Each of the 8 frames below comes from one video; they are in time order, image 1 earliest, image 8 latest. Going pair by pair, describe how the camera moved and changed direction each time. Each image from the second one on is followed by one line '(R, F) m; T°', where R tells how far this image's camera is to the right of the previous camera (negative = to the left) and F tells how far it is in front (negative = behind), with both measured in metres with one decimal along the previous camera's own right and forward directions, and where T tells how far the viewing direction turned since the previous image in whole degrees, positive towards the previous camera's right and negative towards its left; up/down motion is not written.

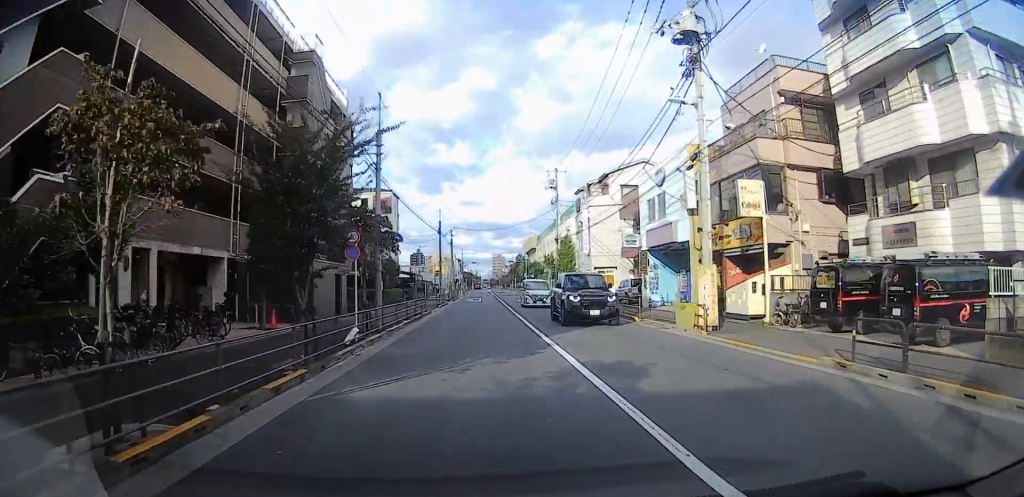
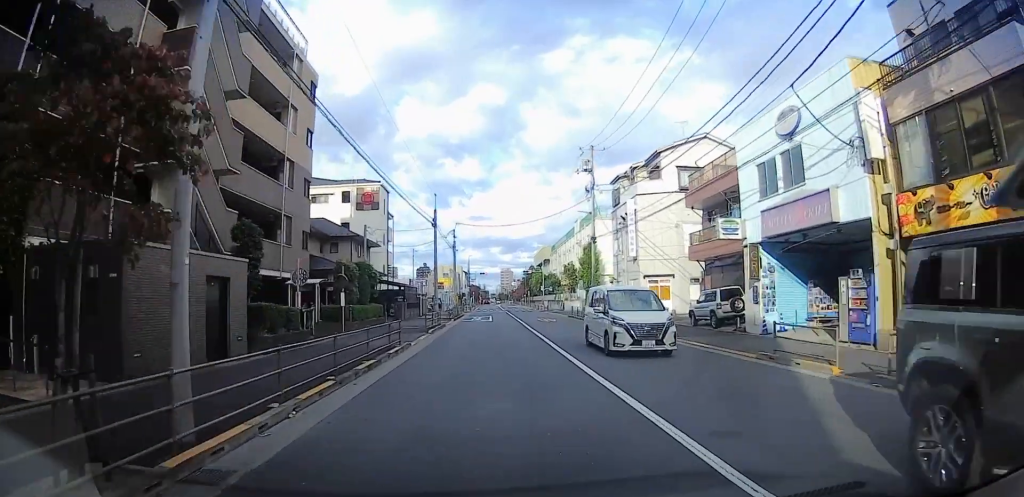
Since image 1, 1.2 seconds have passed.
(-0.4, +13.6) m; -3°
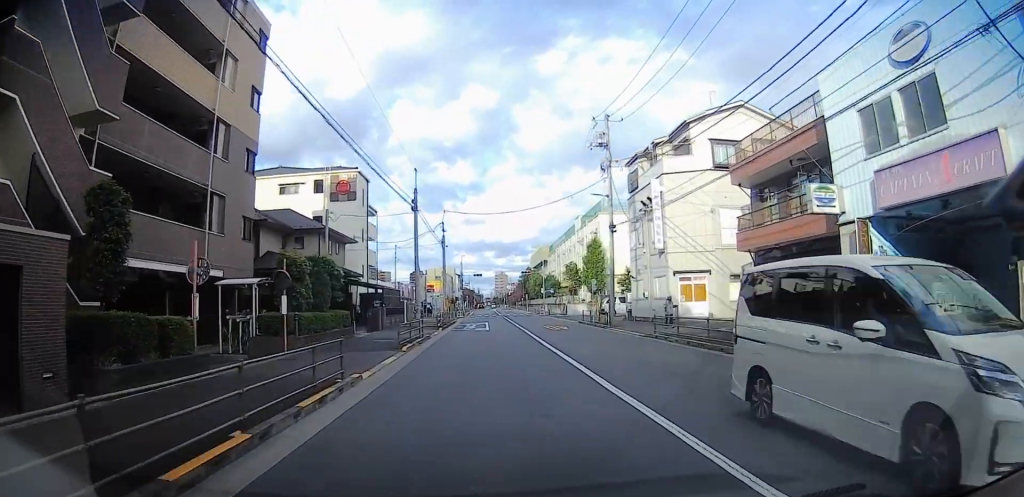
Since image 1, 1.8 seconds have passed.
(0.0, +7.4) m; 0°
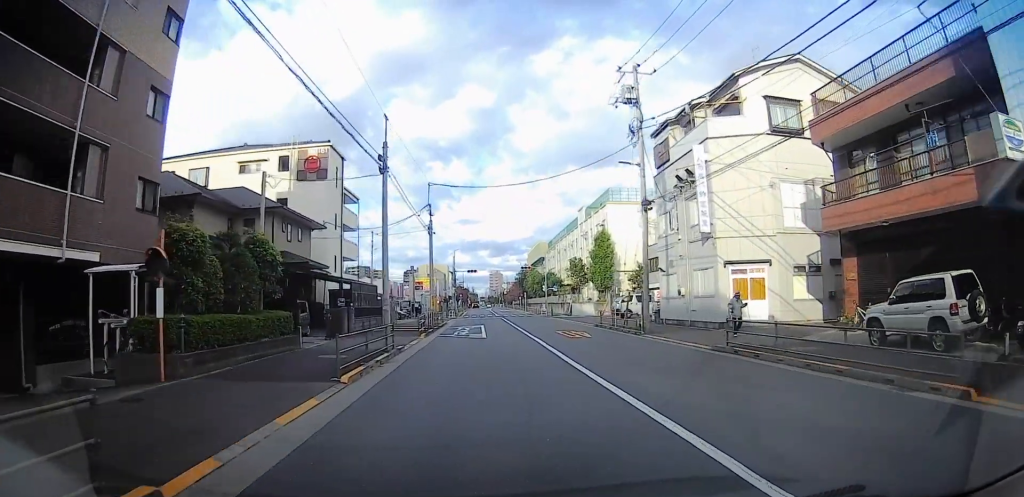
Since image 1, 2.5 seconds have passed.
(0.0, +7.9) m; 0°
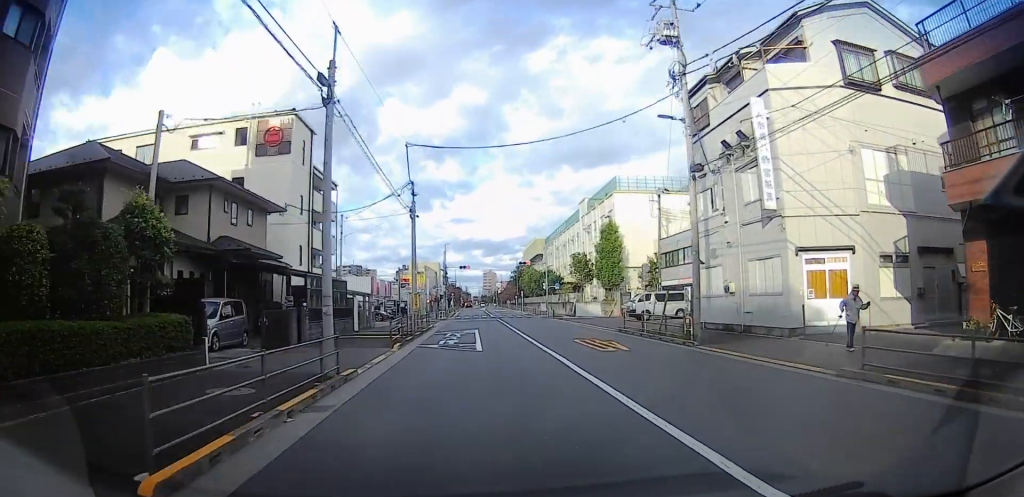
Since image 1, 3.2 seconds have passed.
(0.0, +7.5) m; 0°
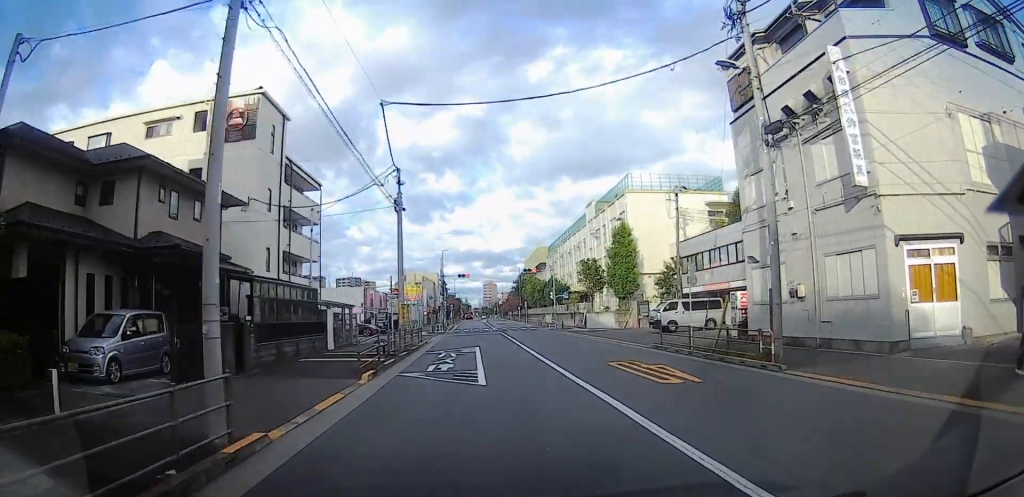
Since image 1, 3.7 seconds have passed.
(0.0, +6.0) m; 0°
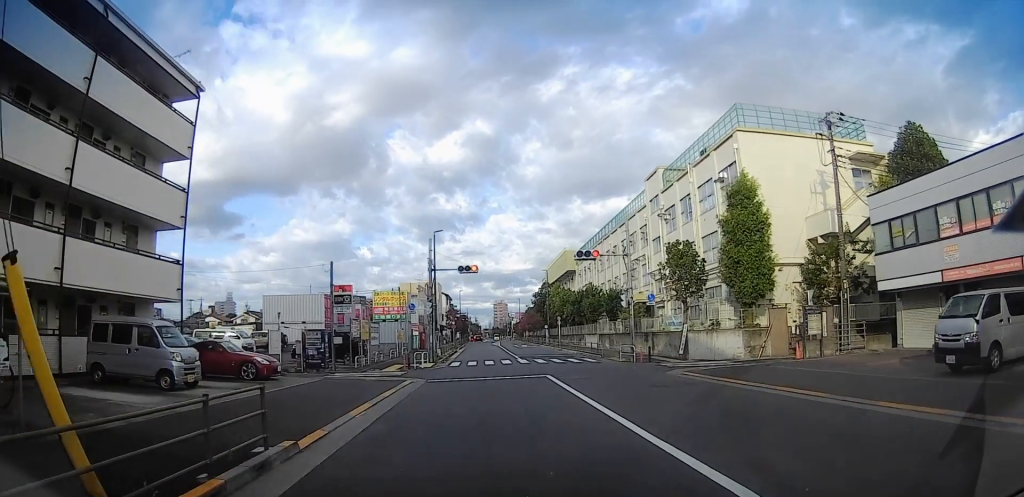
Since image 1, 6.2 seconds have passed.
(0.0, +28.7) m; 0°
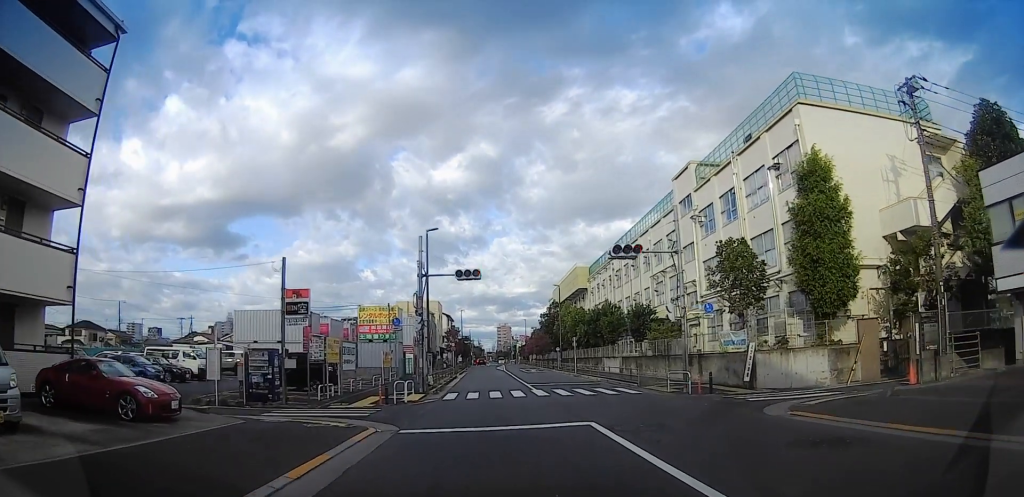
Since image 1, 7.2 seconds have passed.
(0.0, +9.3) m; 0°
